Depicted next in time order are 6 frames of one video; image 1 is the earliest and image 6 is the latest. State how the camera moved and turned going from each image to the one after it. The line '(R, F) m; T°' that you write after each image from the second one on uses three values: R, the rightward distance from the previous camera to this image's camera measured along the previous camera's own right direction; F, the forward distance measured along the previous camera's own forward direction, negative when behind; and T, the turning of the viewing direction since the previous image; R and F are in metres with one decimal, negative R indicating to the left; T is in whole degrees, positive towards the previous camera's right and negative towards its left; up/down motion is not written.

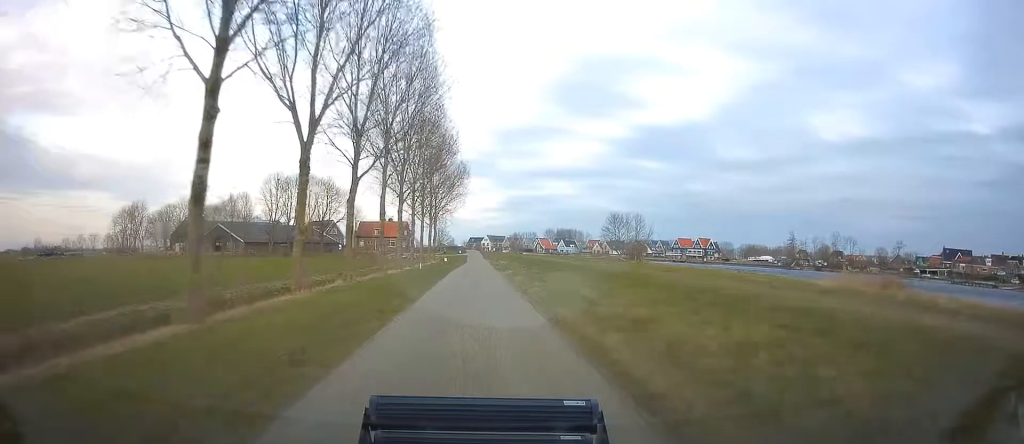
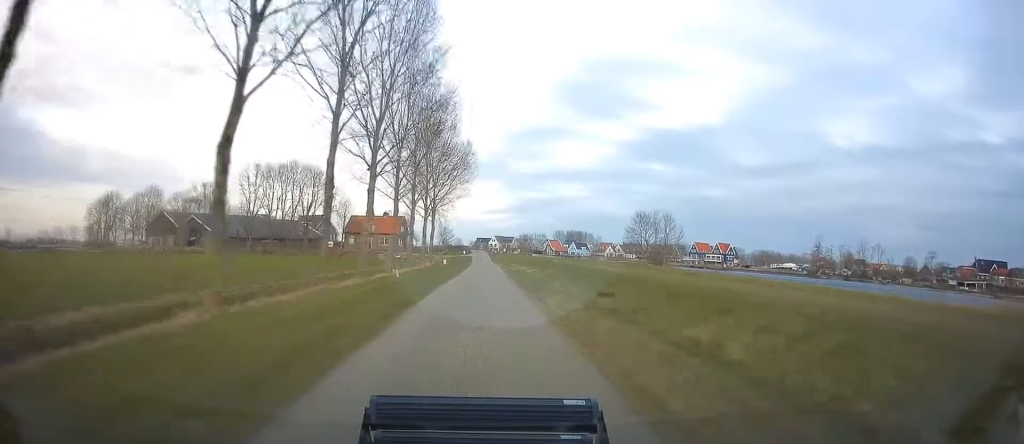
(-0.4, +18.3) m; -2°
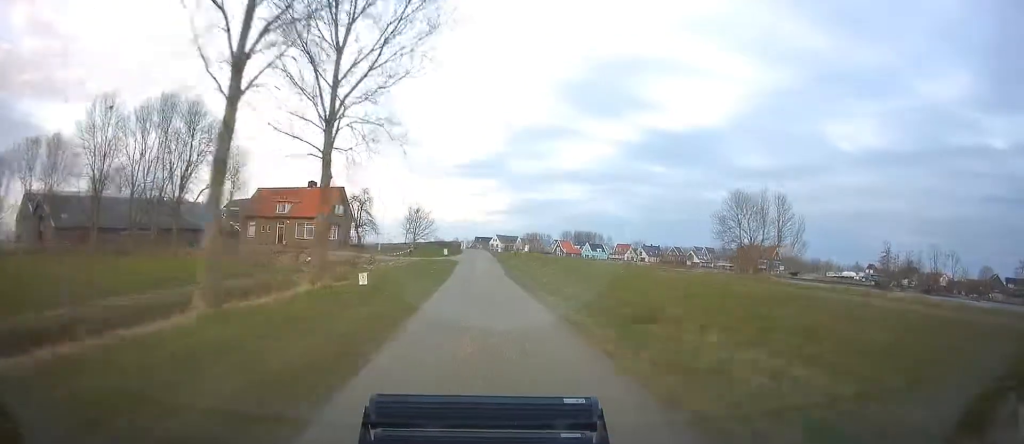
(-0.3, +54.7) m; 0°
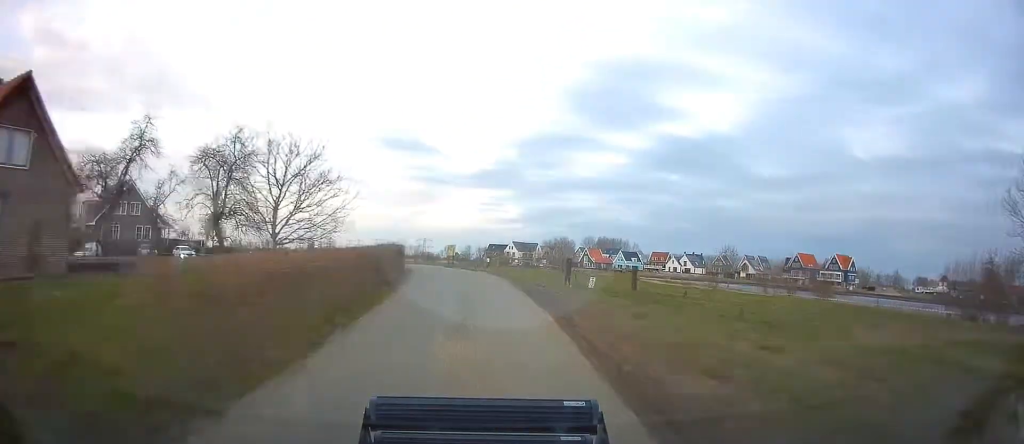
(-0.7, +54.0) m; -3°
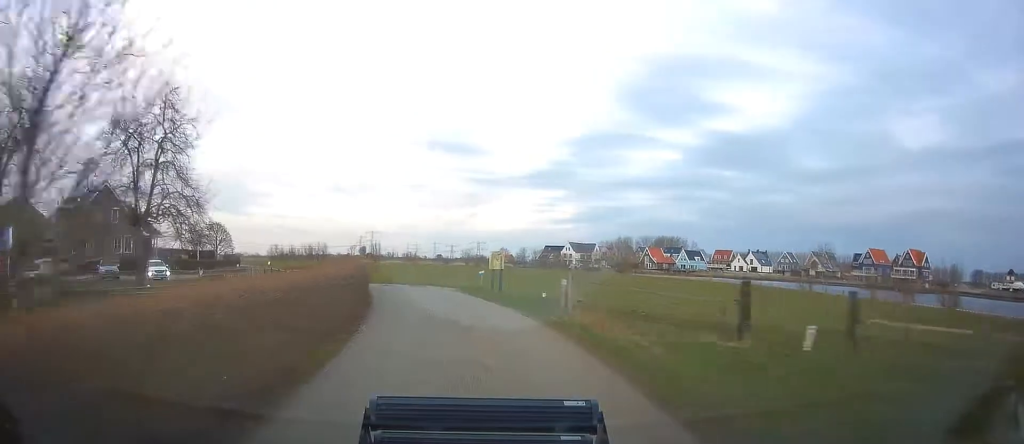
(+0.1, +17.3) m; -5°
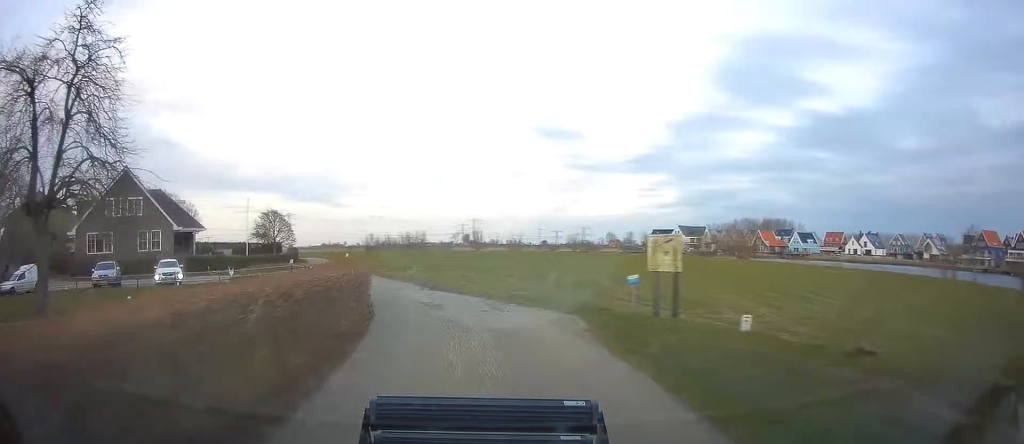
(-1.4, +13.2) m; -9°
